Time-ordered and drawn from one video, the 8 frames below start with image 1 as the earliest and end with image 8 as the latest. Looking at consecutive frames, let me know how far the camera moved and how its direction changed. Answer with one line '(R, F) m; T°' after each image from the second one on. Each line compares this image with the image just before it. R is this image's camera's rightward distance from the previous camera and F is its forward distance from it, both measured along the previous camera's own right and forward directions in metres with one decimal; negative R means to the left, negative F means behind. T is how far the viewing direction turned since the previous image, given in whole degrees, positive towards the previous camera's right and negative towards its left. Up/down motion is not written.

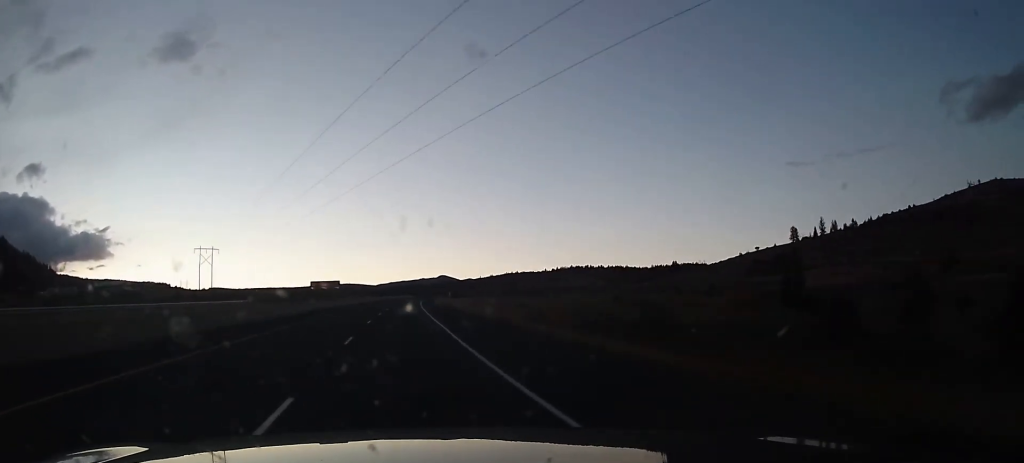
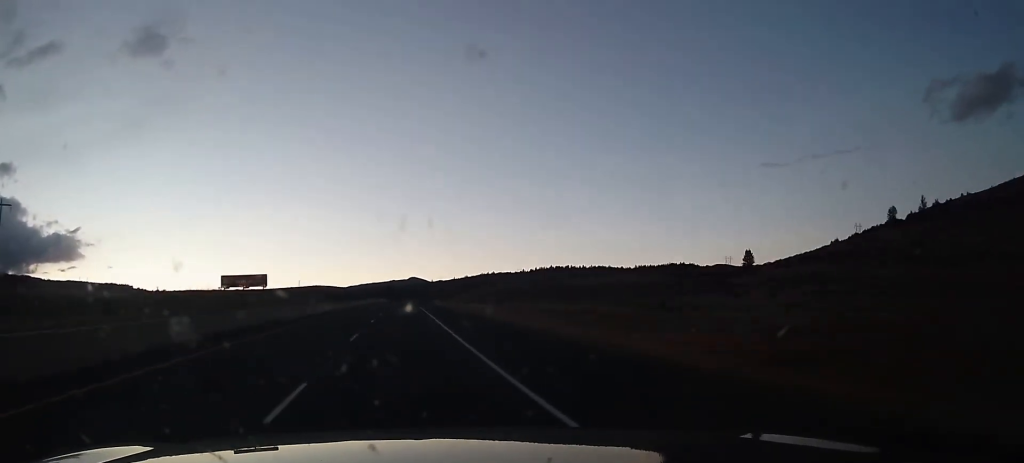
(+5.1, +106.7) m; +1°
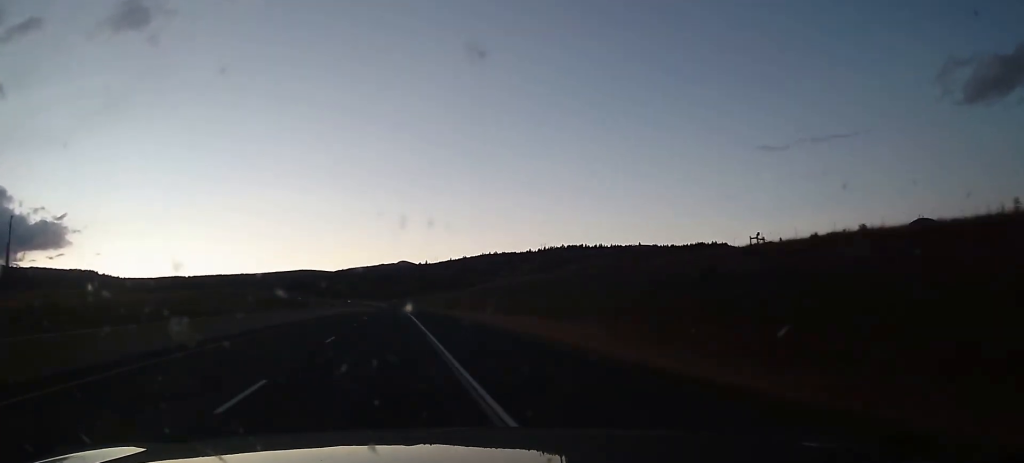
(+6.3, +246.2) m; +1°
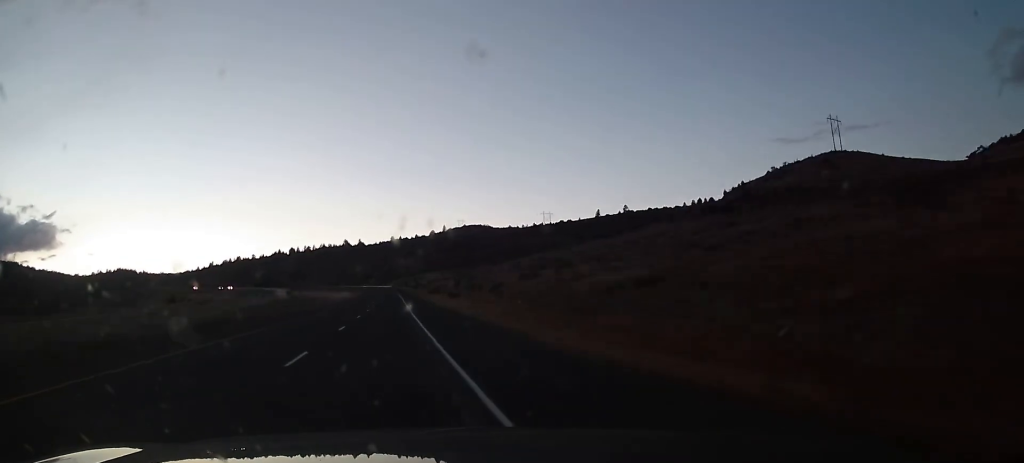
(-12.9, +558.1) m; -10°
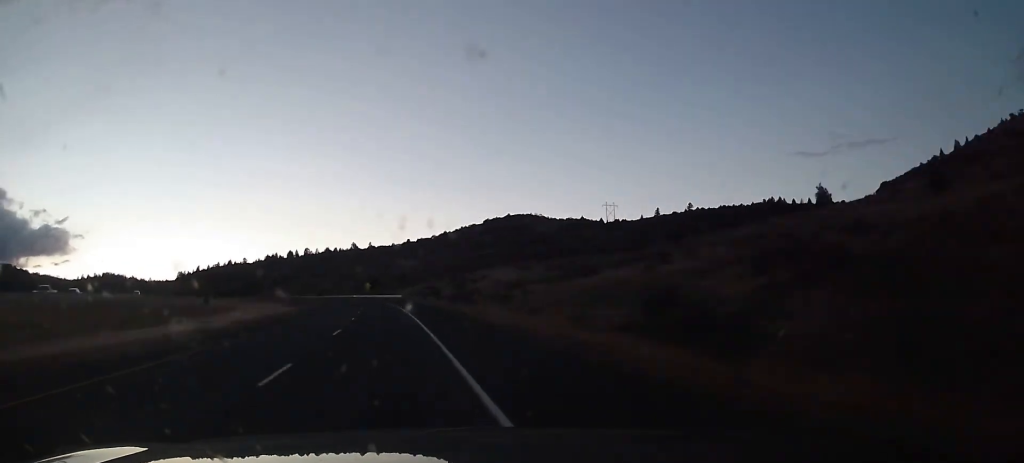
(+11.8, +118.6) m; -7°
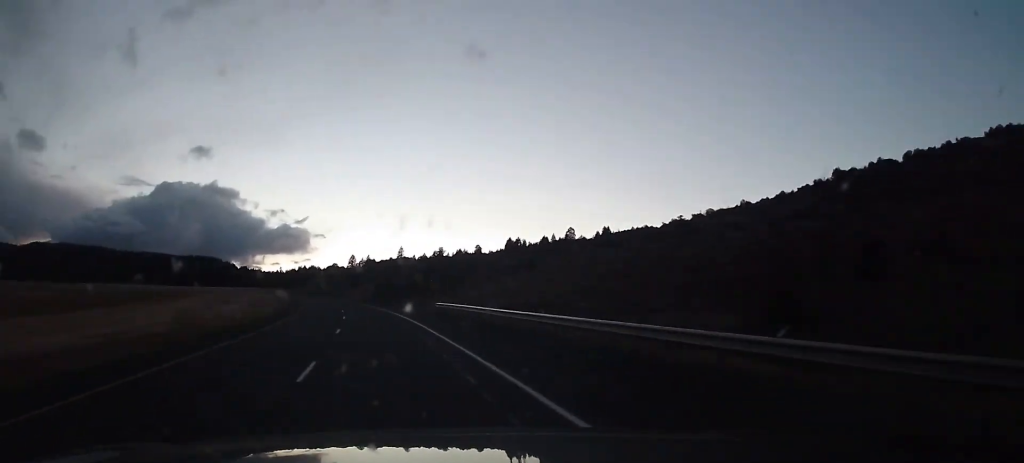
(-46.9, +196.9) m; -12°
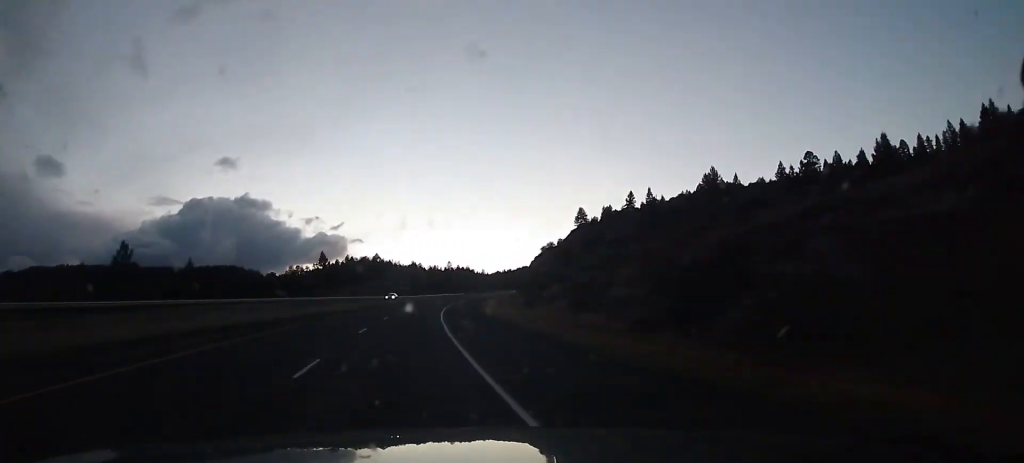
(-20.0, +325.2) m; +5°
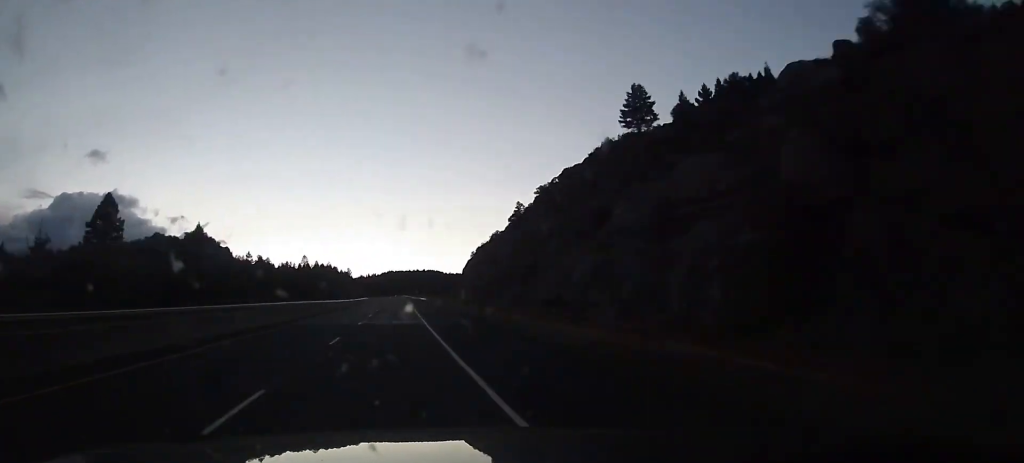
(+19.4, +138.6) m; +4°
